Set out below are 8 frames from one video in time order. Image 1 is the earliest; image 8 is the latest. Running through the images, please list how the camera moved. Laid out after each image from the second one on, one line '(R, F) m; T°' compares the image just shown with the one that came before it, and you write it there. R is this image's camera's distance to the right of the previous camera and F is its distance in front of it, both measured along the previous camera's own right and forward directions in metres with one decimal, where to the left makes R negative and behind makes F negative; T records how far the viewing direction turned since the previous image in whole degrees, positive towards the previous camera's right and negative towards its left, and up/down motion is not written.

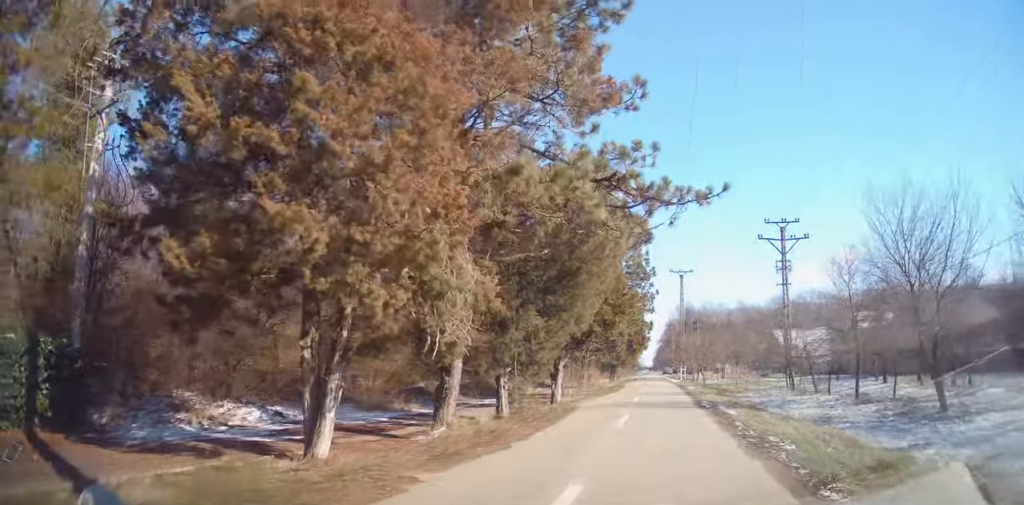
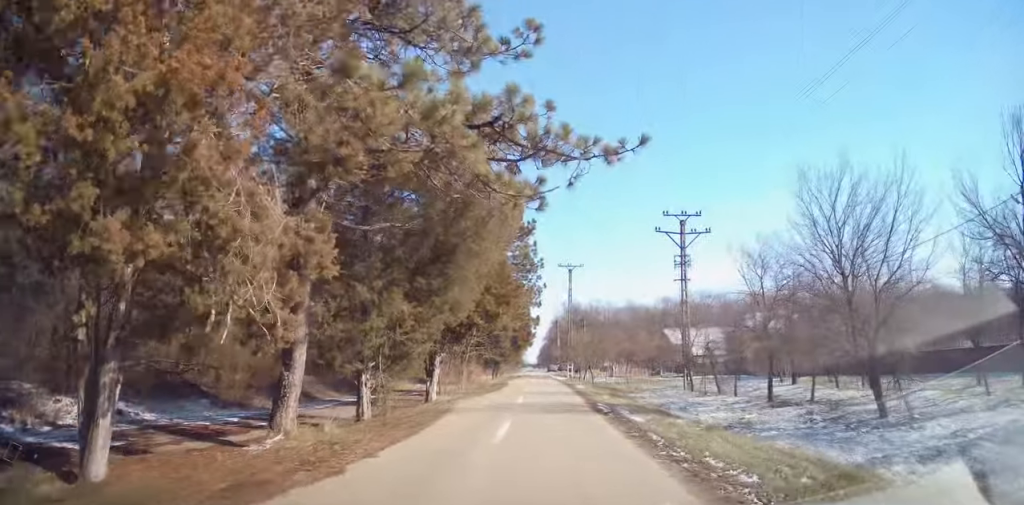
(+0.3, +2.0) m; +8°
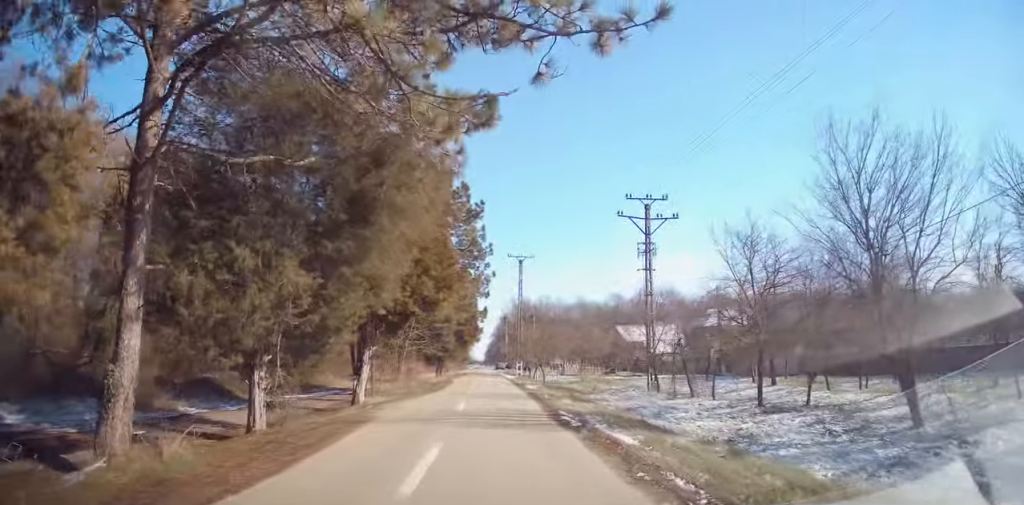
(+0.1, +3.0) m; +1°
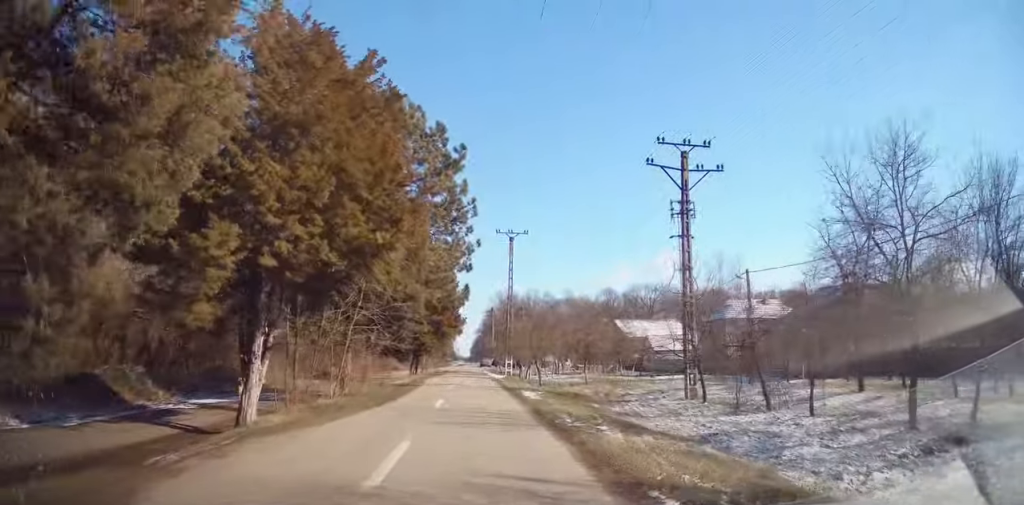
(0.0, +7.9) m; +1°
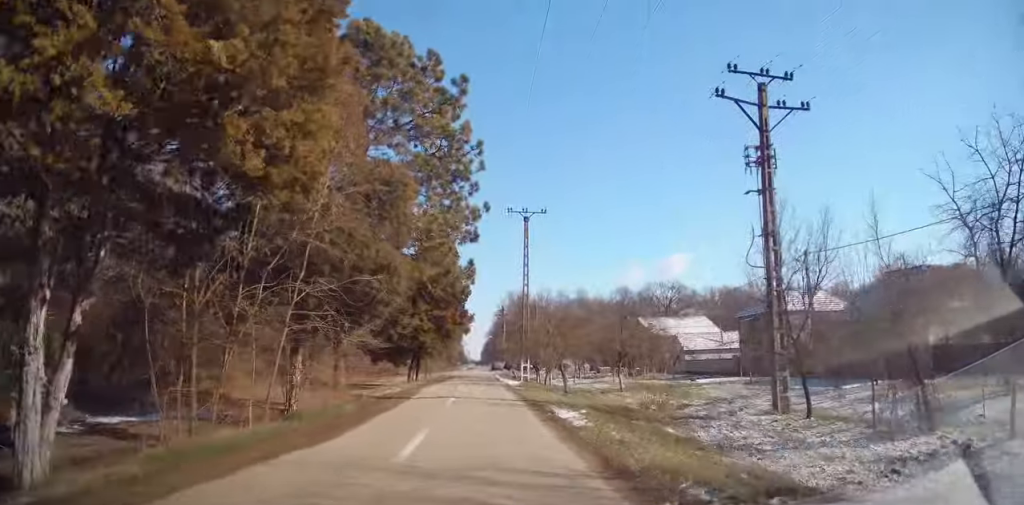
(+0.1, +7.0) m; +4°
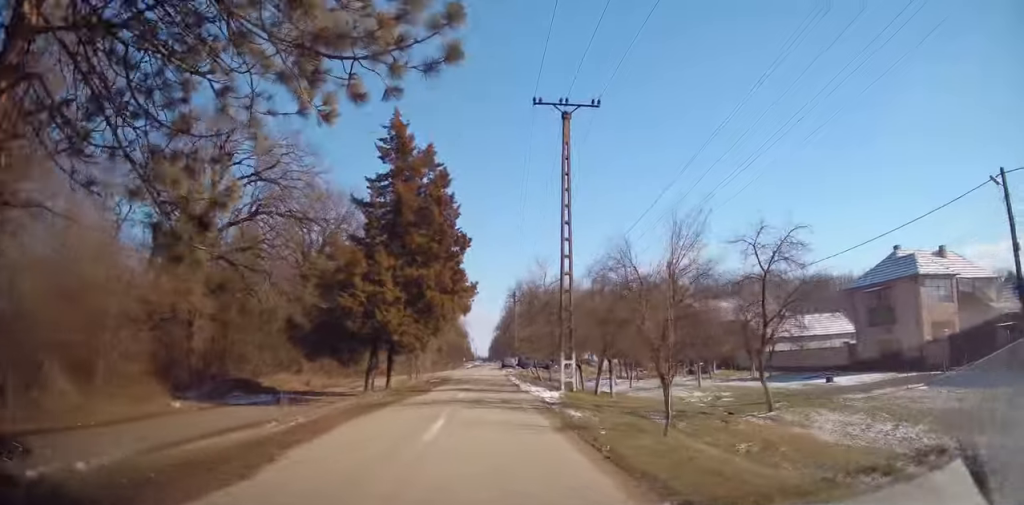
(-0.1, +14.9) m; -3°
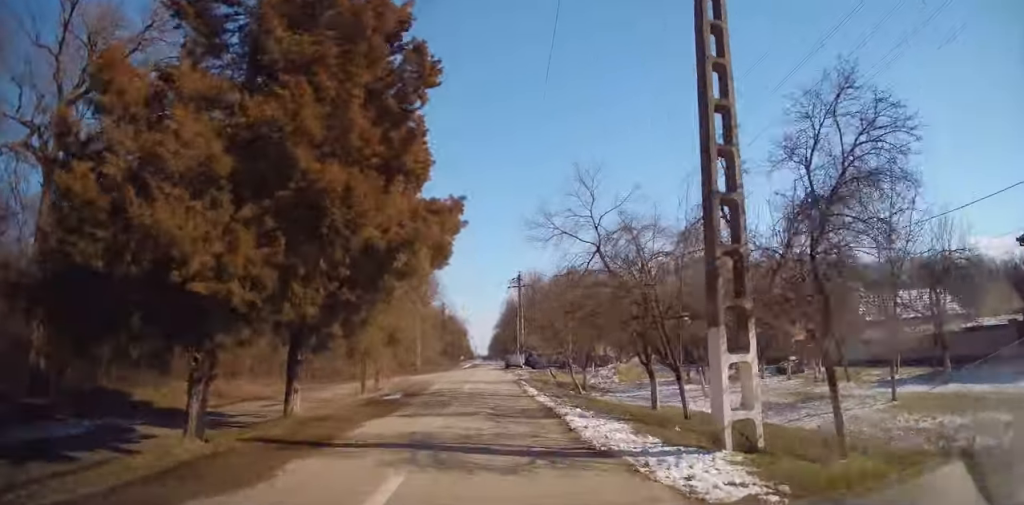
(-0.2, +14.0) m; -1°
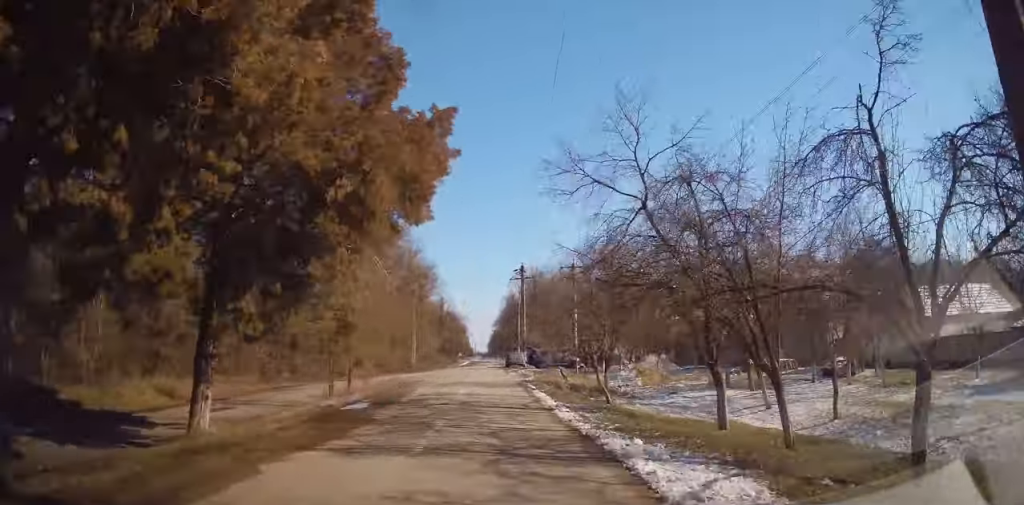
(0.0, +4.9) m; 0°
